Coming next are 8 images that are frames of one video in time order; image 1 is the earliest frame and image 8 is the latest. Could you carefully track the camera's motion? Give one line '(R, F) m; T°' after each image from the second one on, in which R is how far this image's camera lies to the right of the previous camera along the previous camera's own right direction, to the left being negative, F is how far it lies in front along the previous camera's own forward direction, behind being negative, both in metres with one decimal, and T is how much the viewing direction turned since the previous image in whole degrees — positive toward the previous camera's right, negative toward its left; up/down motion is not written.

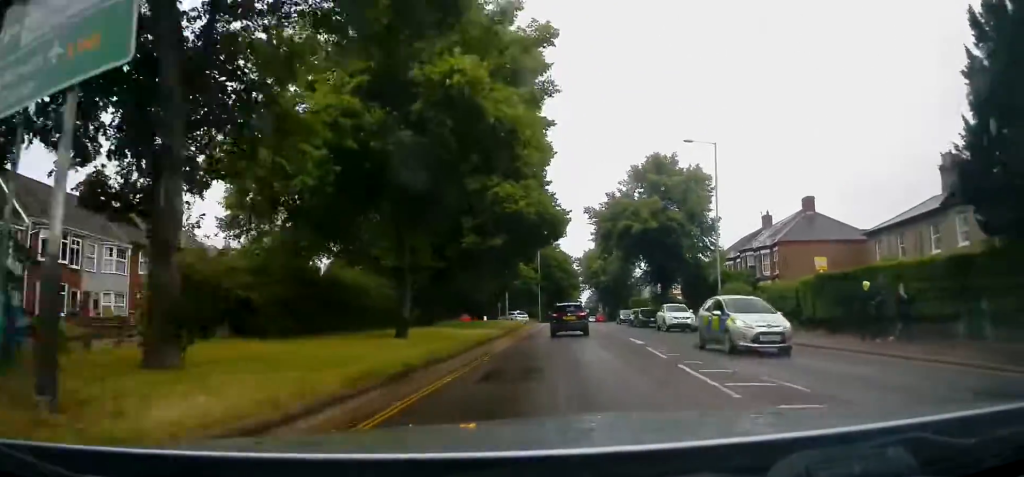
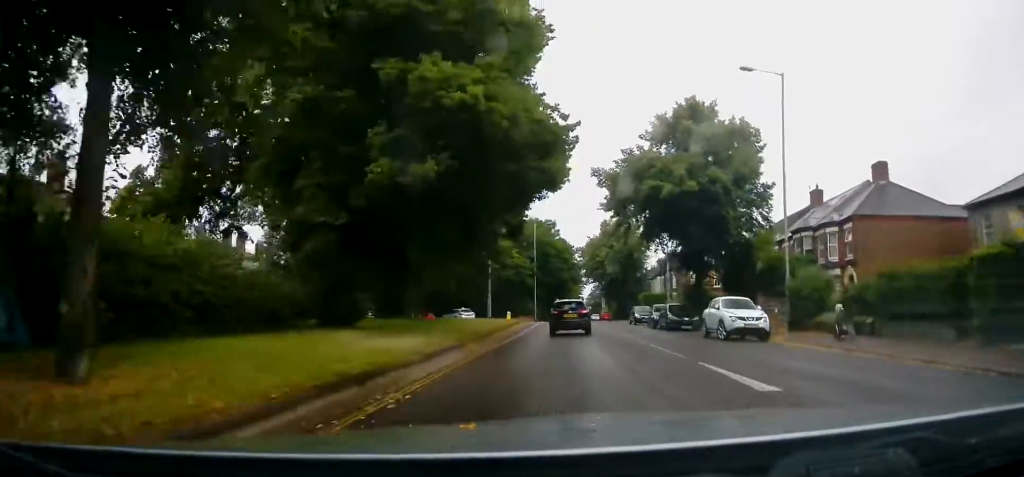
(-0.1, +11.9) m; 0°
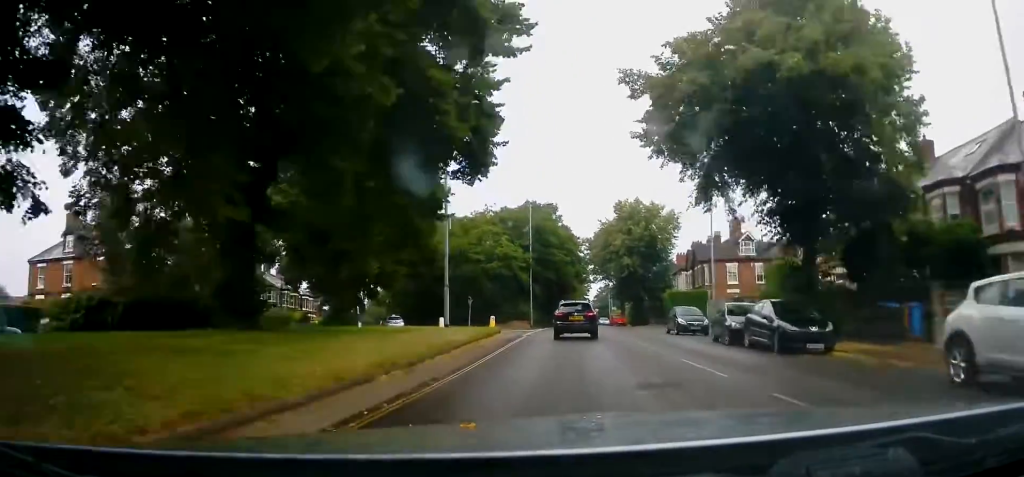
(-0.4, +15.6) m; 0°
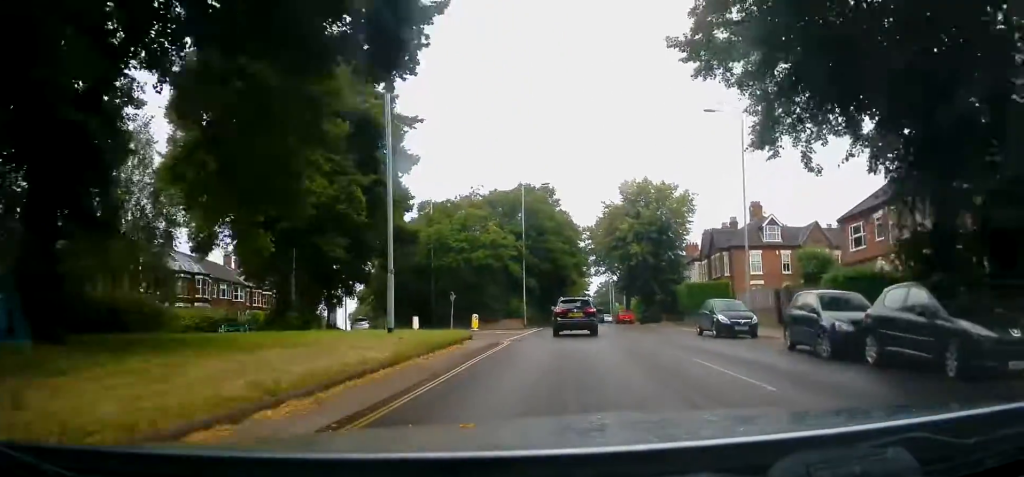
(+0.2, +7.8) m; +1°
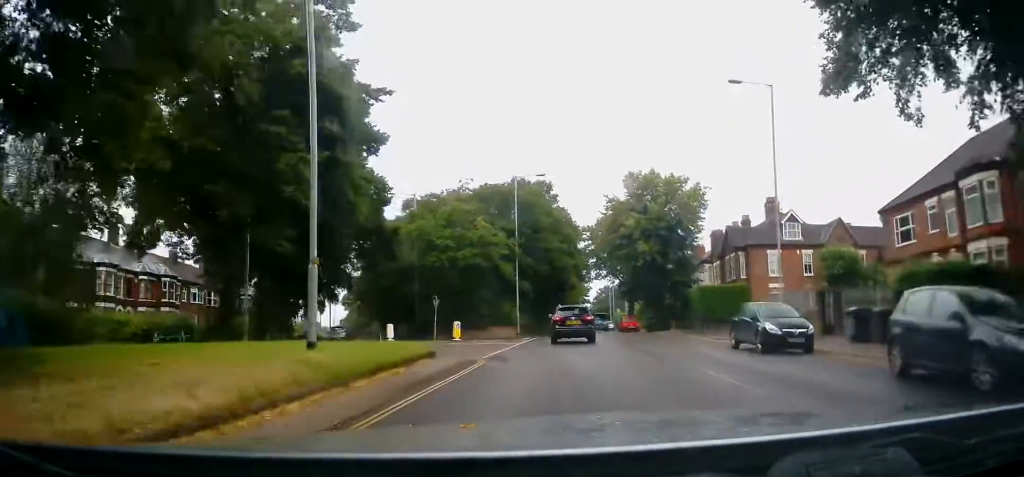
(+0.3, +5.3) m; 0°
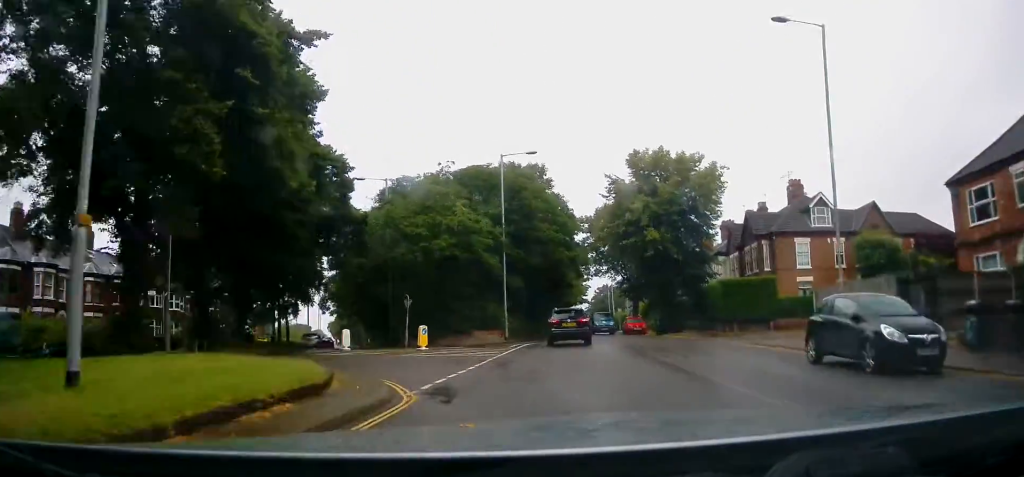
(-0.4, +6.3) m; -3°
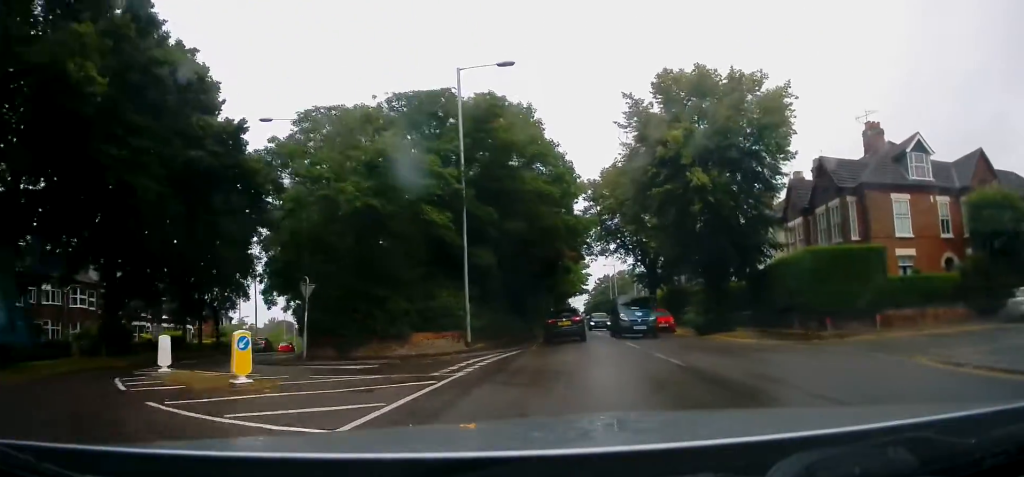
(-0.3, +13.2) m; +3°
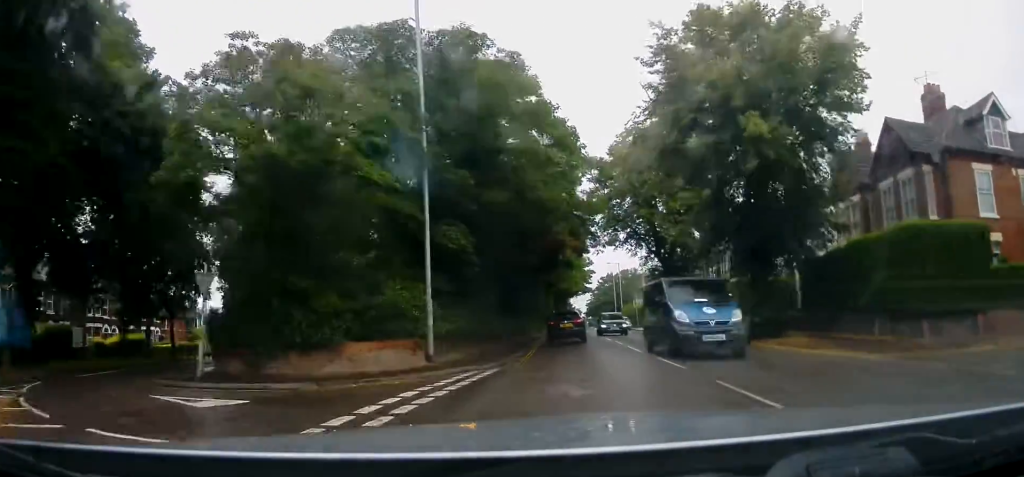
(+0.5, +6.7) m; +2°
